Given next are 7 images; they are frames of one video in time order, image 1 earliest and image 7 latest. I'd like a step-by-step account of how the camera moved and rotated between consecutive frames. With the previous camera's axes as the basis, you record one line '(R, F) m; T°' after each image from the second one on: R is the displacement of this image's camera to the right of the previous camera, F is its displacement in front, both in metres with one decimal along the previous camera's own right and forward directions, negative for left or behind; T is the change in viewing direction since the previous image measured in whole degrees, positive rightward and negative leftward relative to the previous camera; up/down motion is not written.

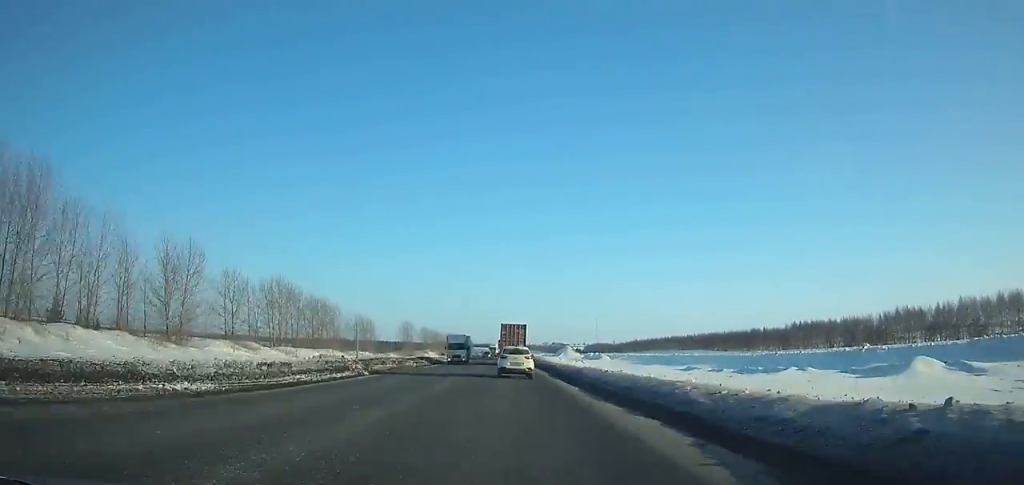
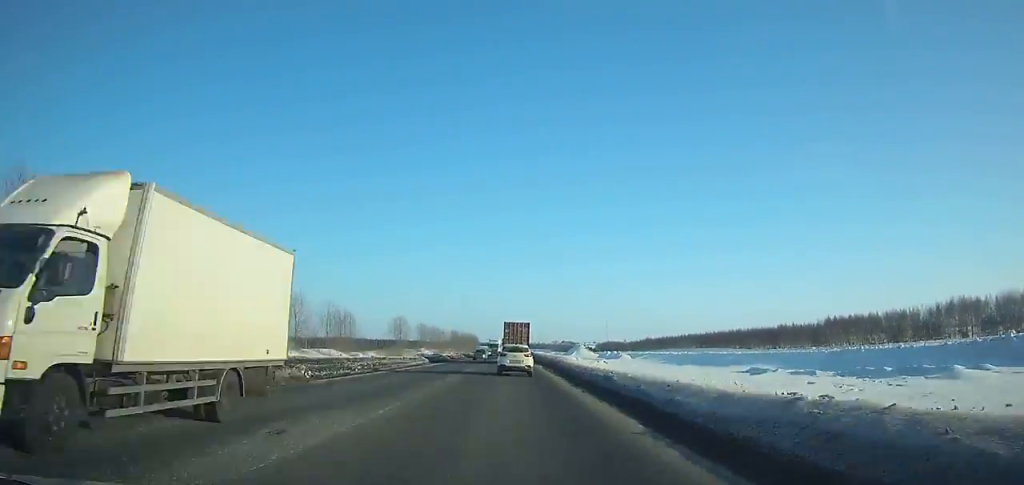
(0.0, +26.1) m; 0°
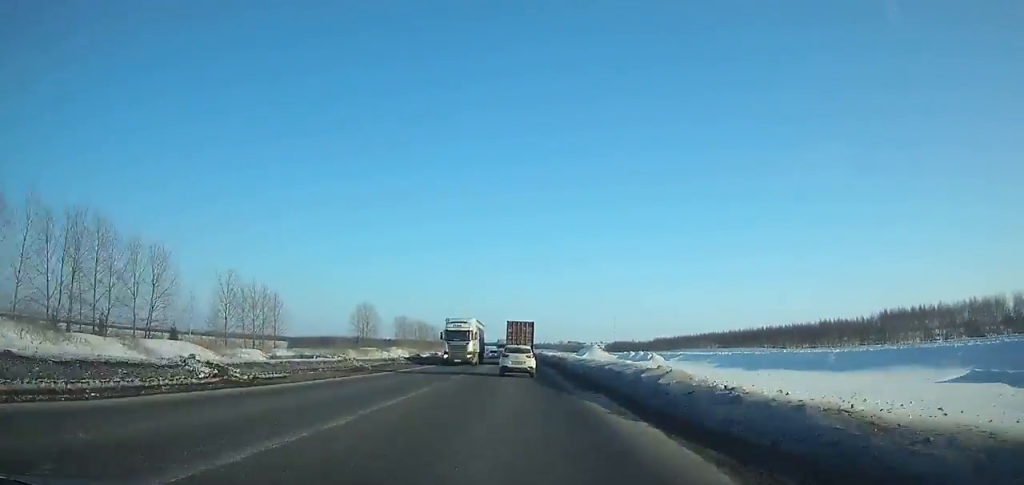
(-0.3, +41.1) m; 0°
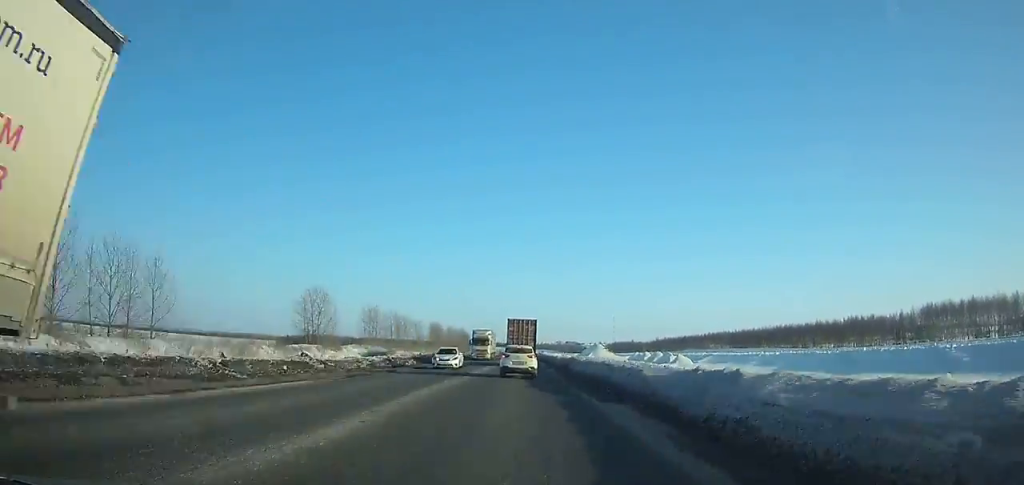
(-0.1, +28.7) m; 0°
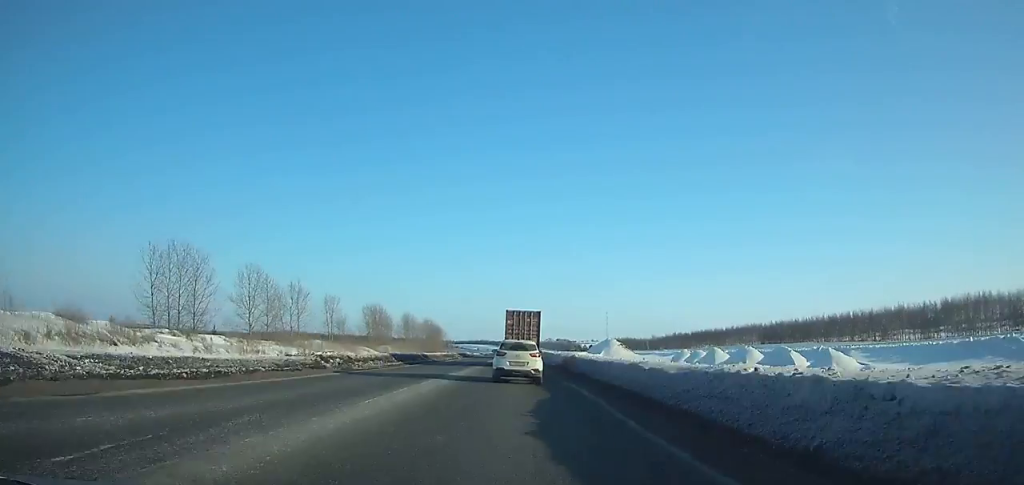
(+0.2, +73.5) m; +1°
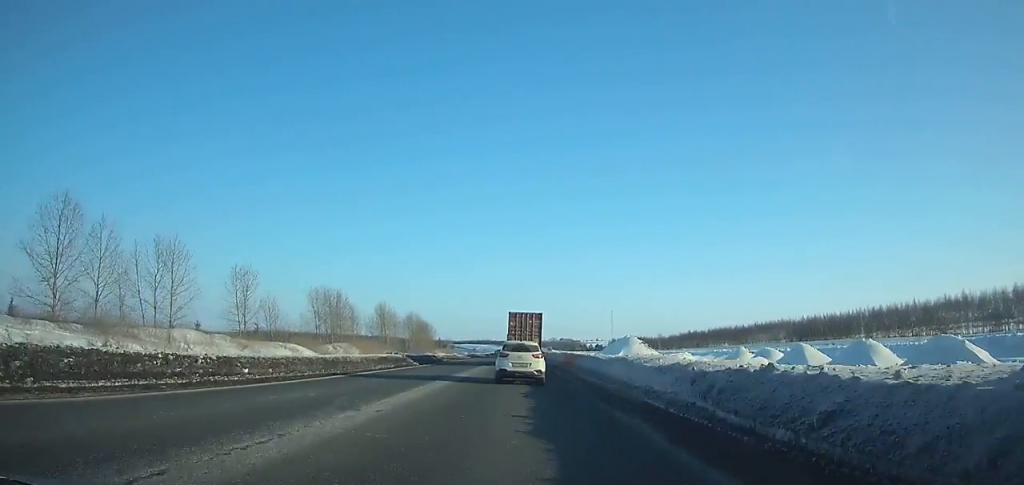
(+0.1, +37.4) m; 0°
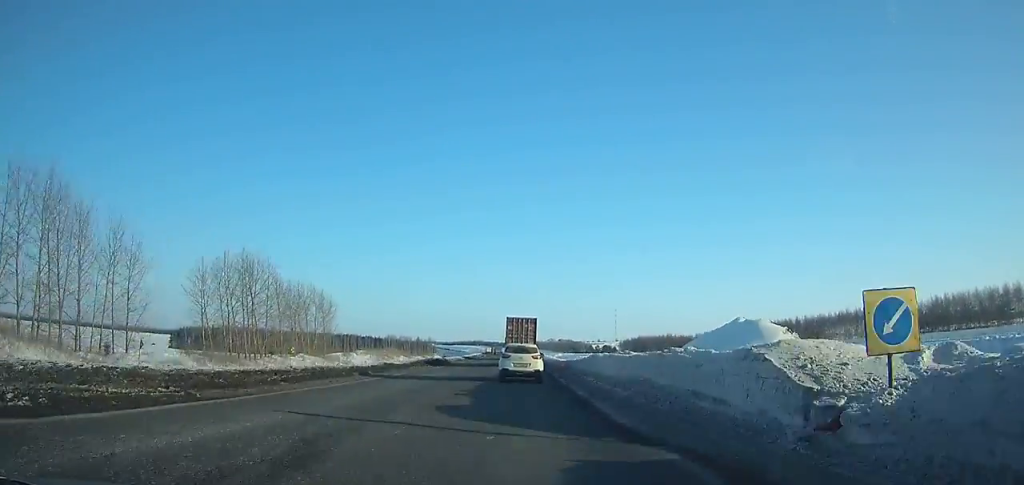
(+0.7, +109.5) m; 0°
